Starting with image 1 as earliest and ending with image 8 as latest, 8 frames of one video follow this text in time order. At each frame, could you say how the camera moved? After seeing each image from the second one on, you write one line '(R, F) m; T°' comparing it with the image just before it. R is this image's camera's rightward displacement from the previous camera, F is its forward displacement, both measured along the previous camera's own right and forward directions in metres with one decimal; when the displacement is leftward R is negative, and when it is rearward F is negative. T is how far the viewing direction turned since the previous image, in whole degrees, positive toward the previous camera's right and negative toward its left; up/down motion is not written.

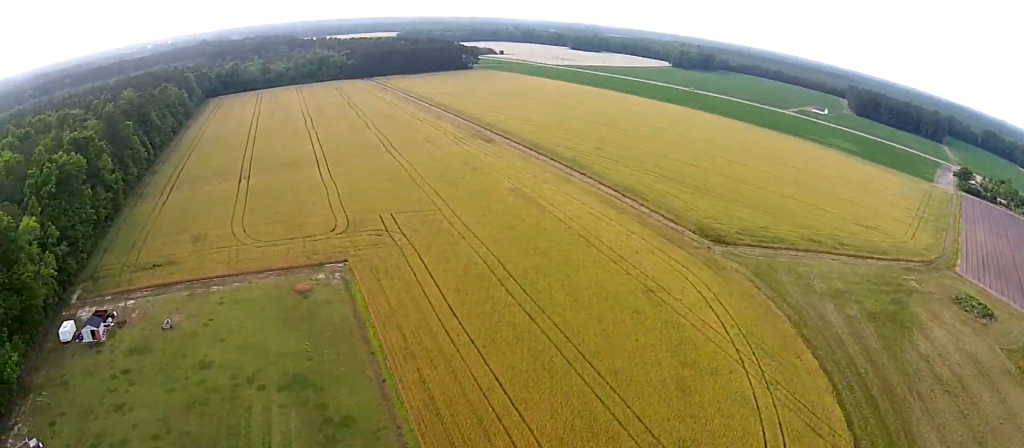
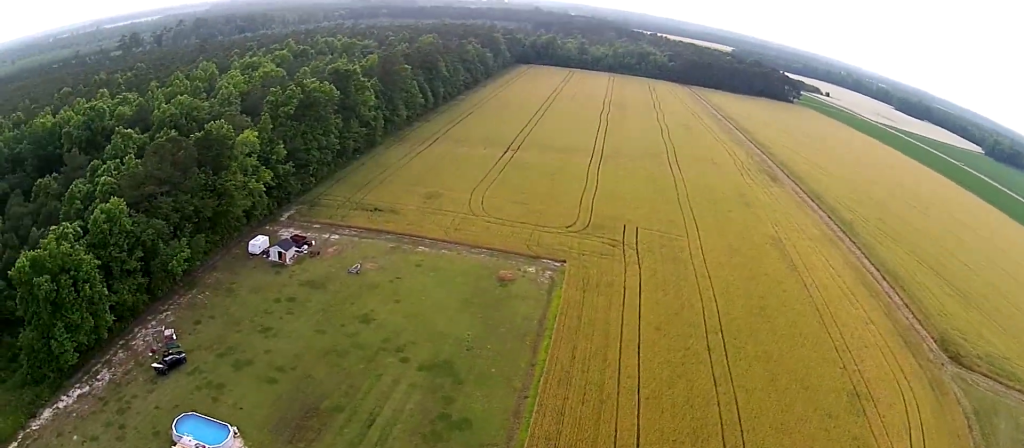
(-3.4, +16.1) m; -22°
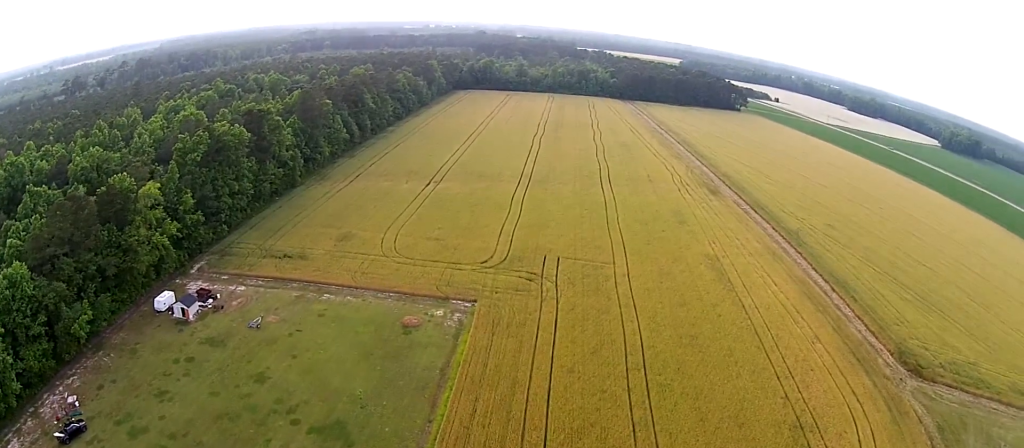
(-1.6, +13.1) m; -15°
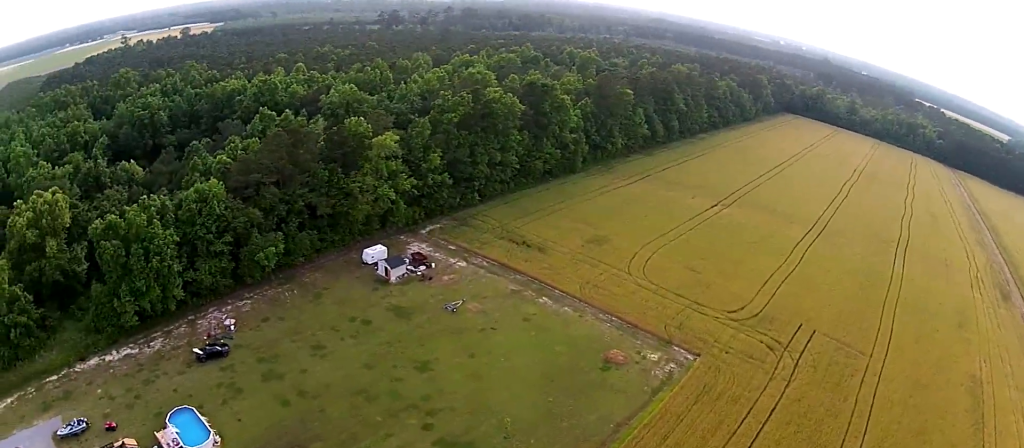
(-5.0, +19.5) m; -31°
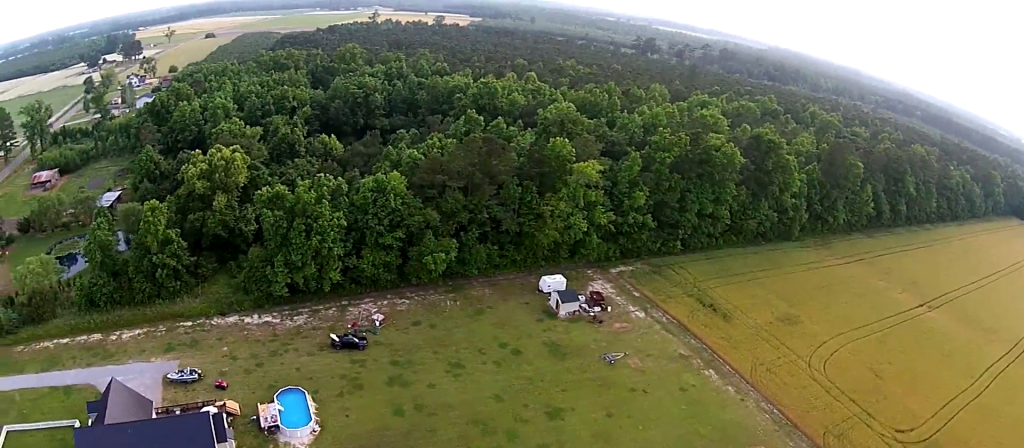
(-1.7, +9.8) m; -22°
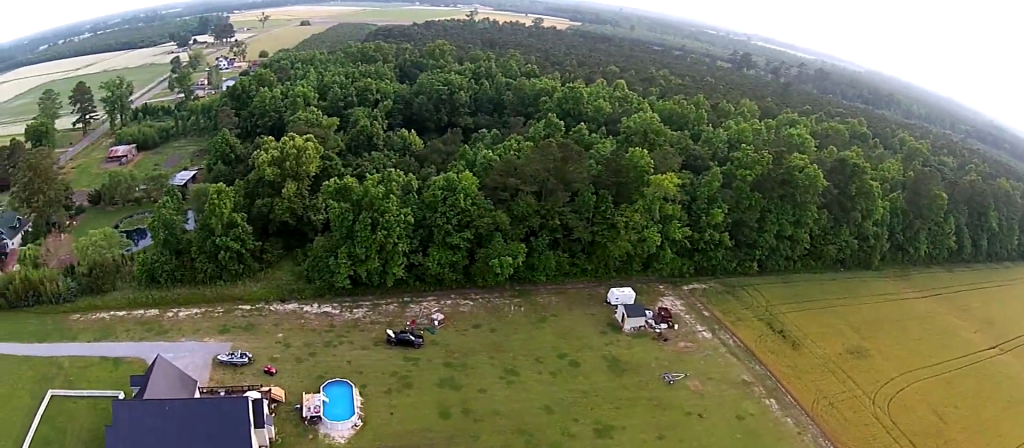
(0.0, +4.0) m; -10°
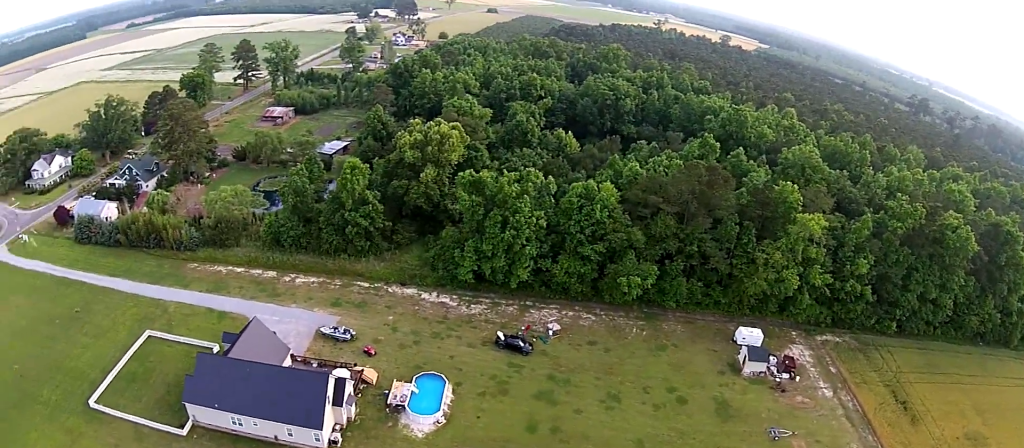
(-1.4, +6.3) m; -20°
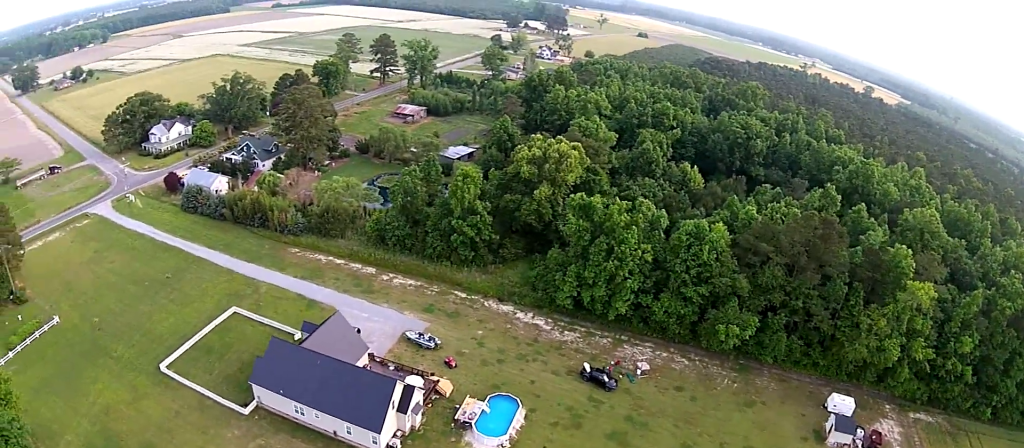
(-0.4, +4.4) m; -15°
